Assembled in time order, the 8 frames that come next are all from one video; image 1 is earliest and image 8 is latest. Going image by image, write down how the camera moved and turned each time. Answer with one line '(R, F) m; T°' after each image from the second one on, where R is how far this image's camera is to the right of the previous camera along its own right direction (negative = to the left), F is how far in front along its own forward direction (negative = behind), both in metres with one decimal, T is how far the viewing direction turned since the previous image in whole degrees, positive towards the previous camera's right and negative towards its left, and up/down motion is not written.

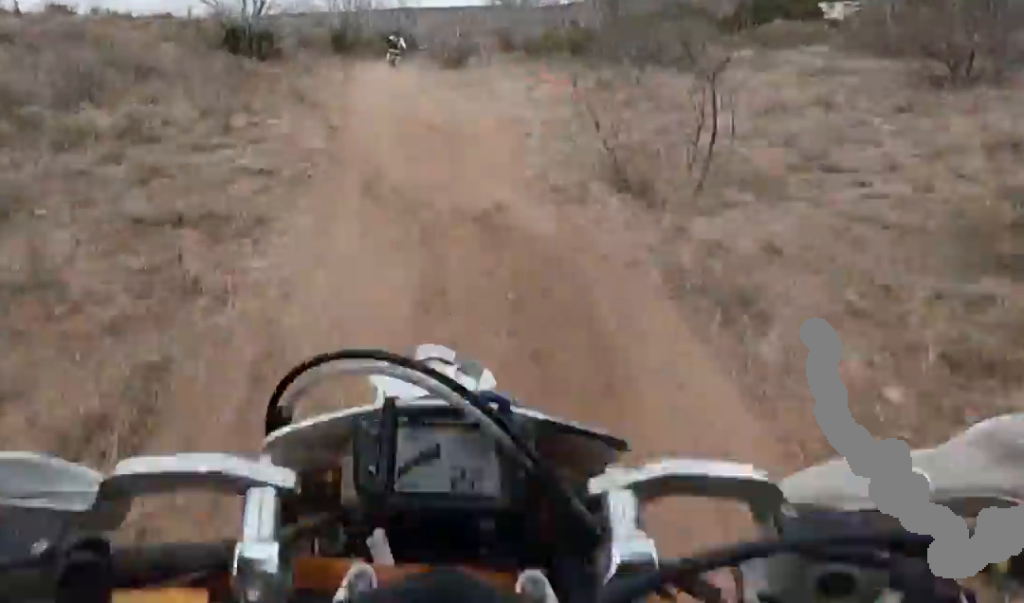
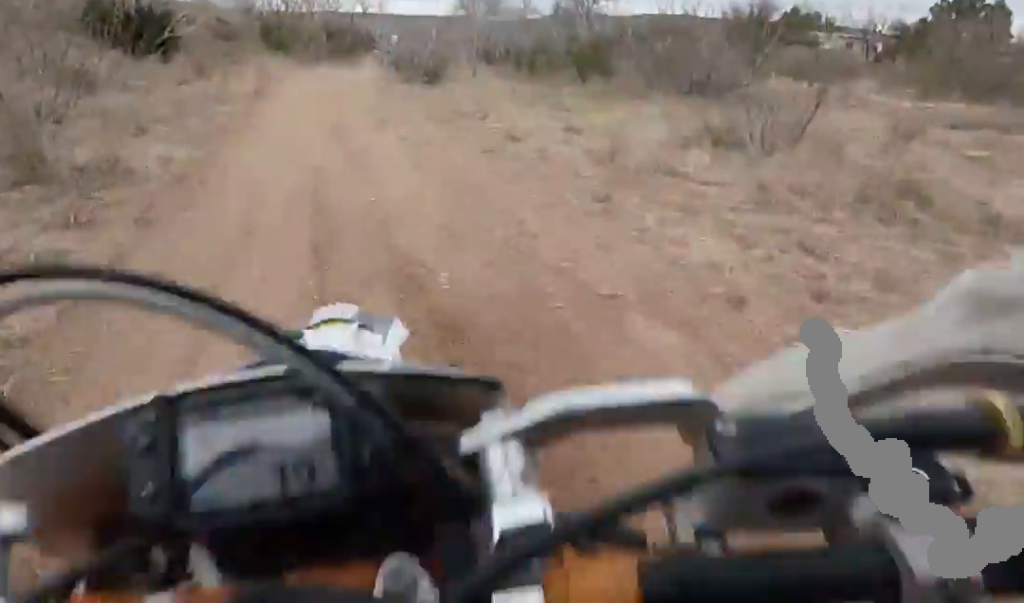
(-0.1, +4.5) m; +12°
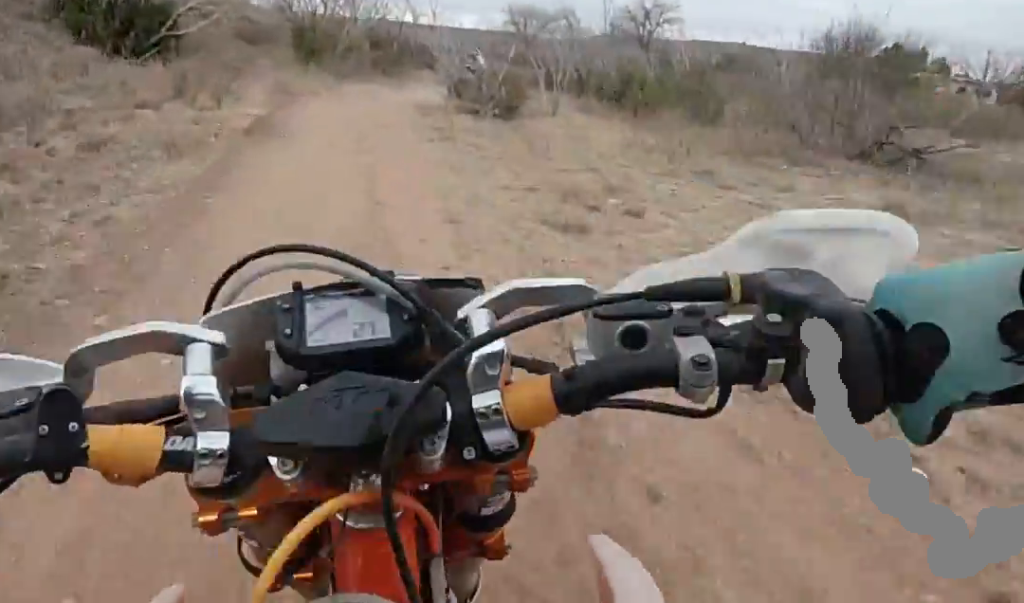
(+0.7, +1.1) m; +9°
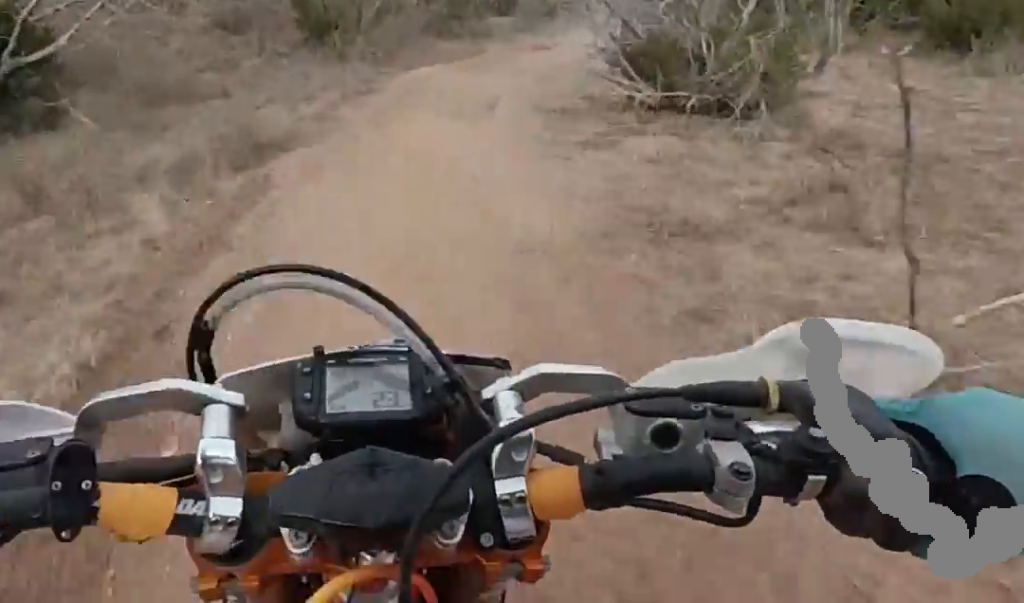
(+0.4, +2.8) m; +5°
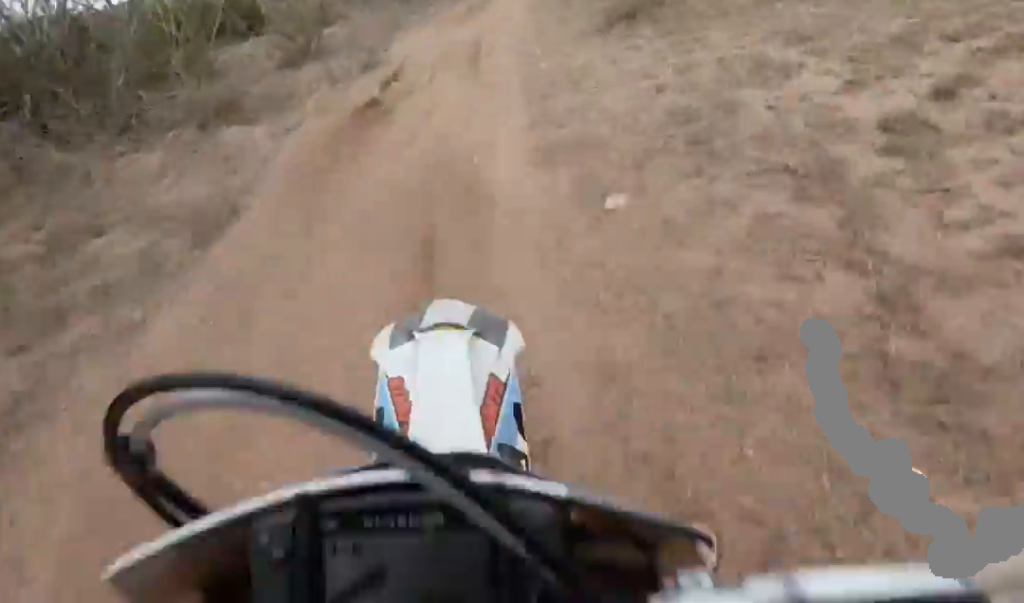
(-0.6, +6.3) m; -5°
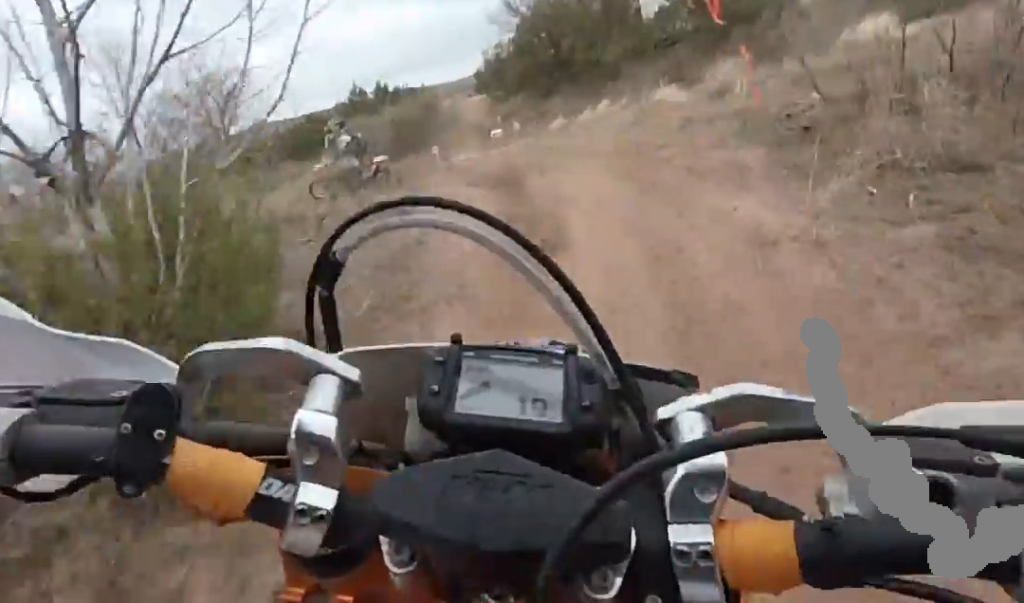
(0.0, +8.0) m; -21°
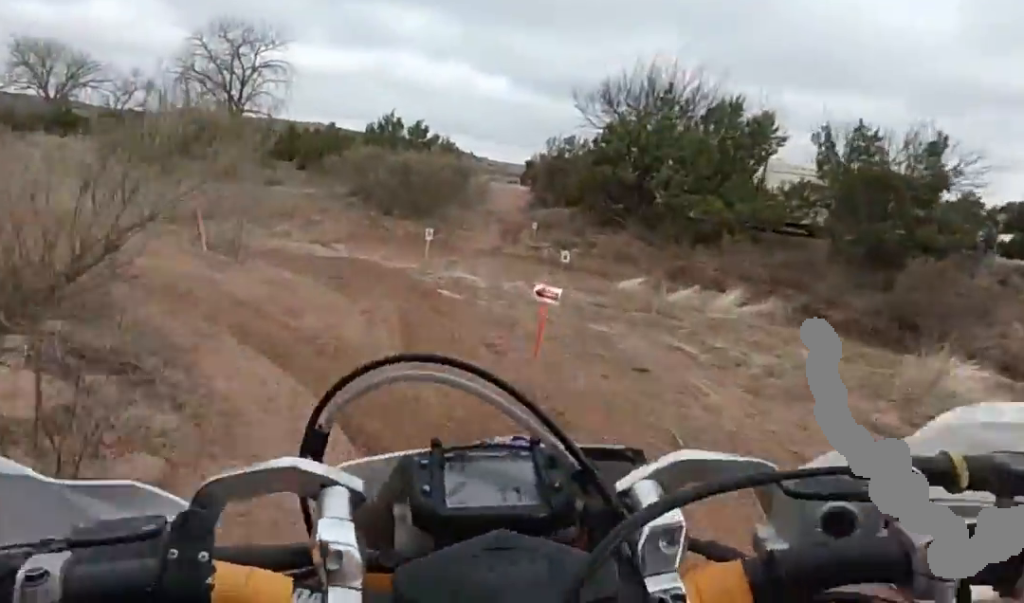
(-2.8, +1.9) m; -73°
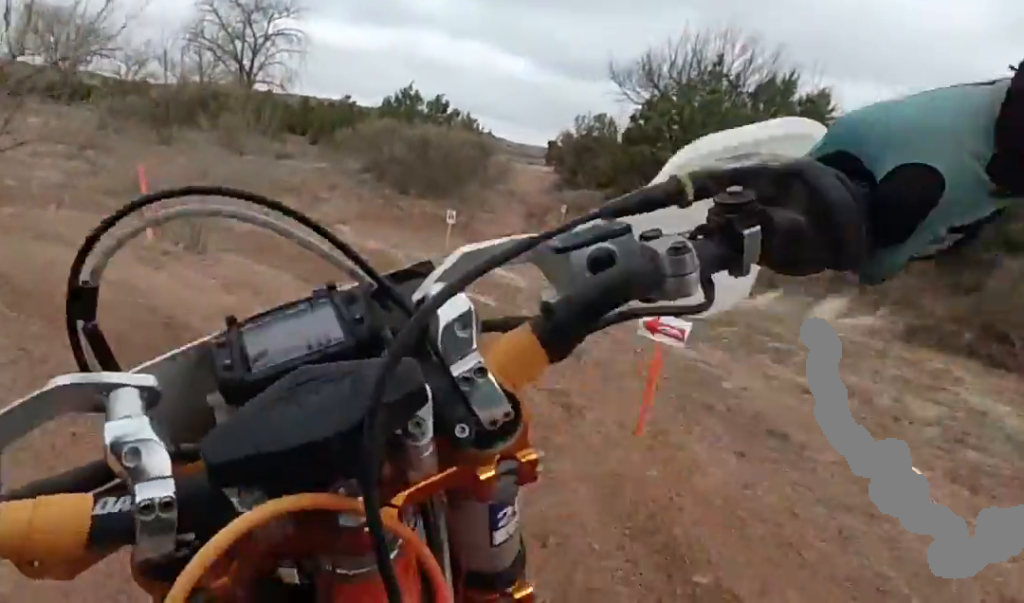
(-0.3, +1.6) m; -7°
